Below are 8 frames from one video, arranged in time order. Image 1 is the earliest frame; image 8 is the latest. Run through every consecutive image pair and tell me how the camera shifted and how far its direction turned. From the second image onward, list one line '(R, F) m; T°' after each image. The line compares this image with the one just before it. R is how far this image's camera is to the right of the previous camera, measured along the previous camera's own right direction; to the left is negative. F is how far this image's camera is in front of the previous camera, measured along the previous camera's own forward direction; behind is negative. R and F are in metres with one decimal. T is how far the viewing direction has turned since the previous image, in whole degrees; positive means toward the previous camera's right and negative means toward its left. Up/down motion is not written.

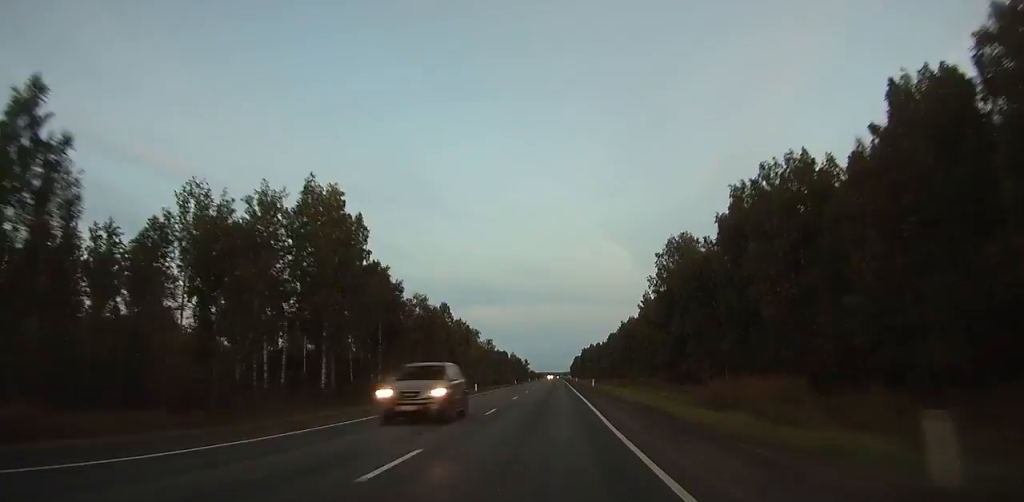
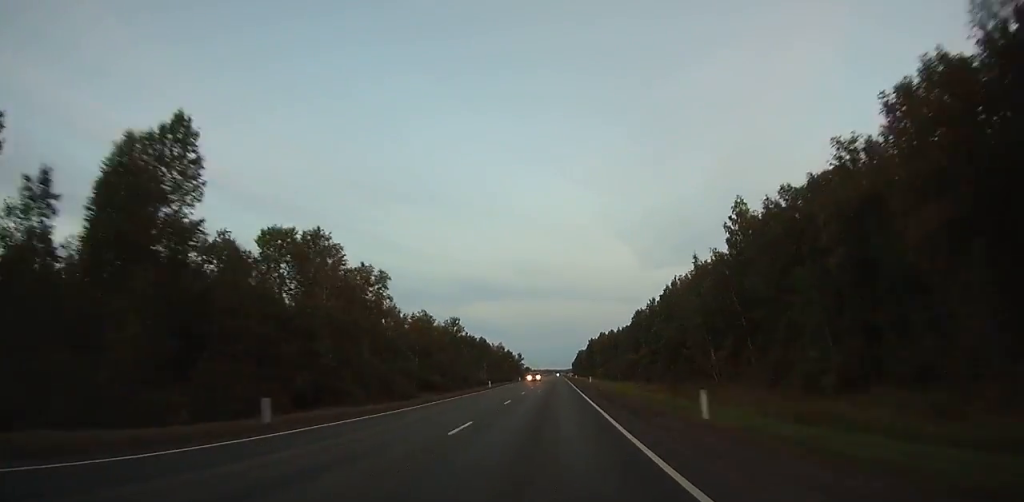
(+0.3, +90.0) m; 0°
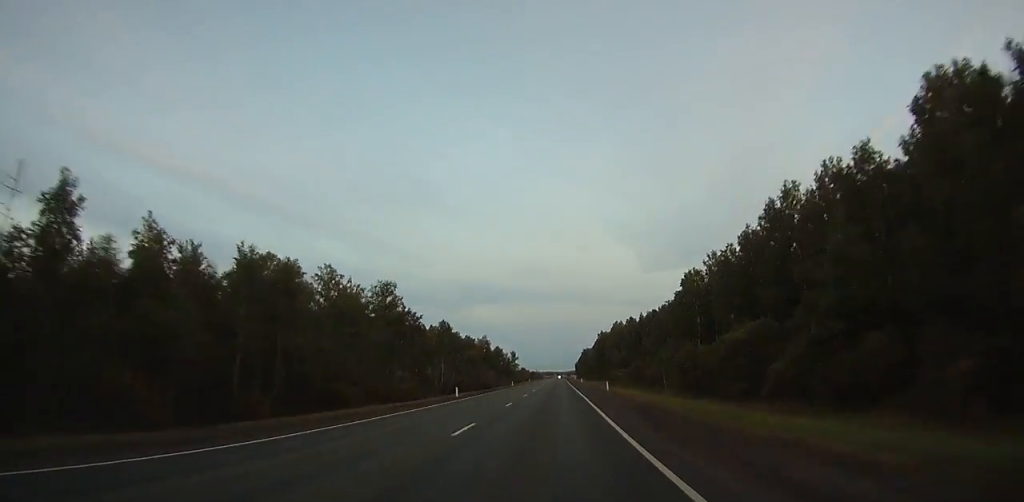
(+0.1, +71.5) m; 0°
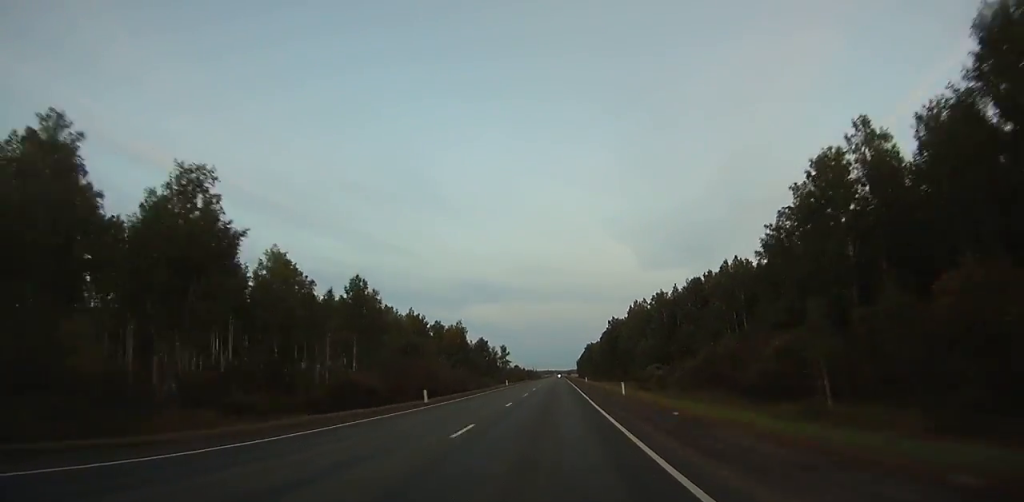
(0.0, +59.5) m; 0°
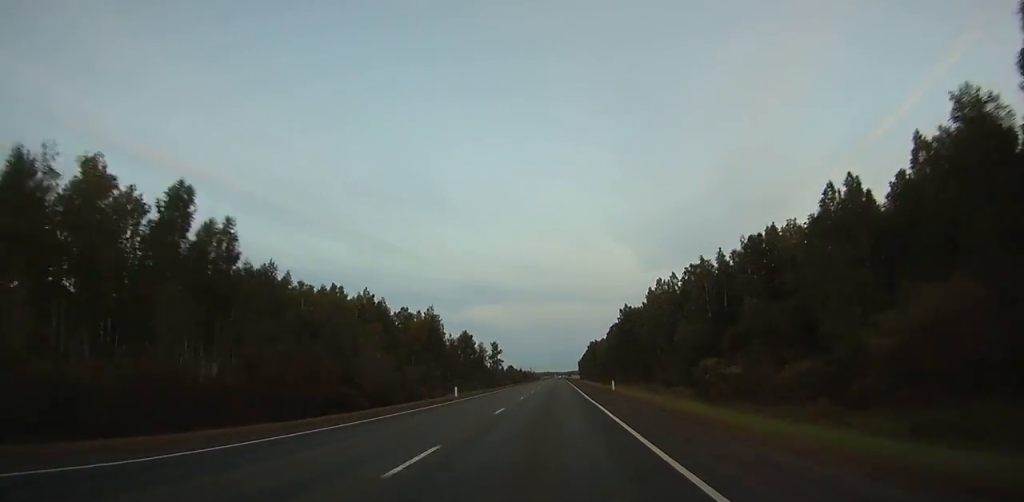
(-0.1, +41.6) m; 0°
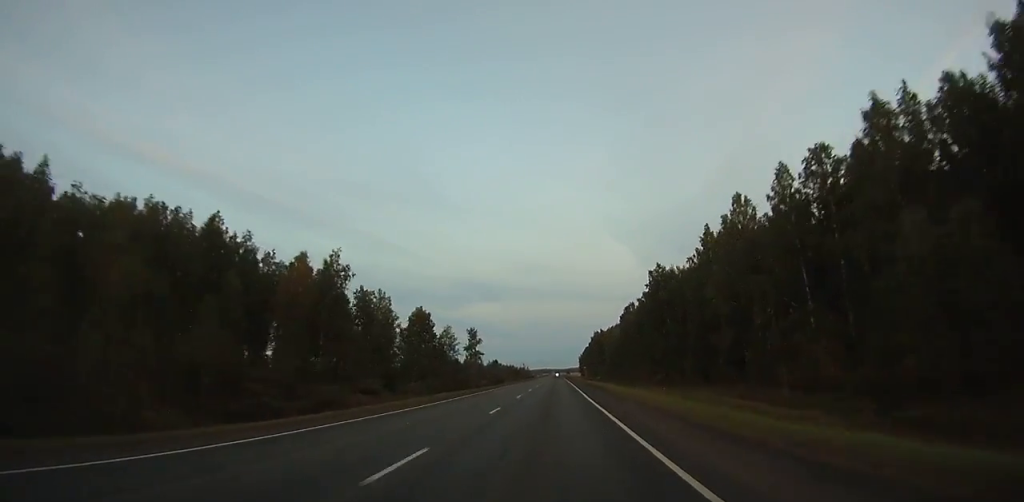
(-0.1, +59.4) m; 0°
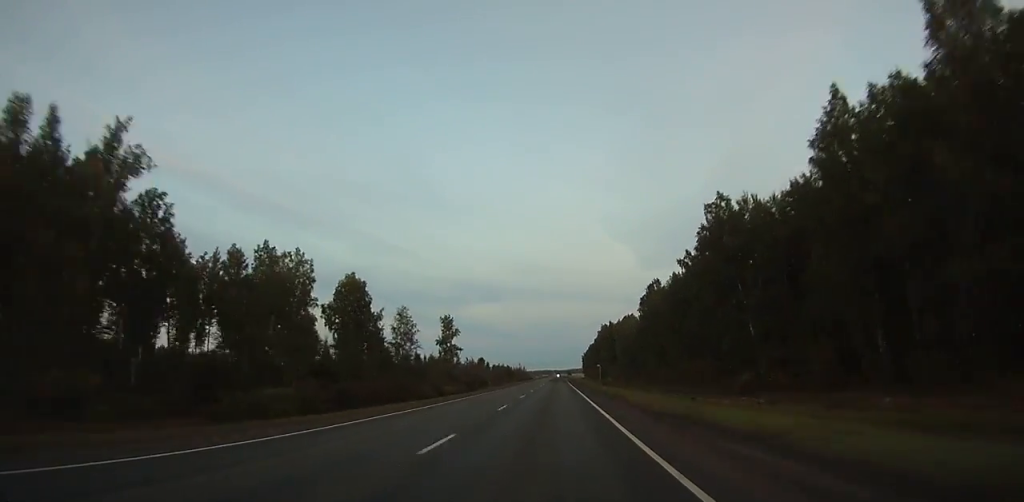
(0.0, +44.7) m; 0°
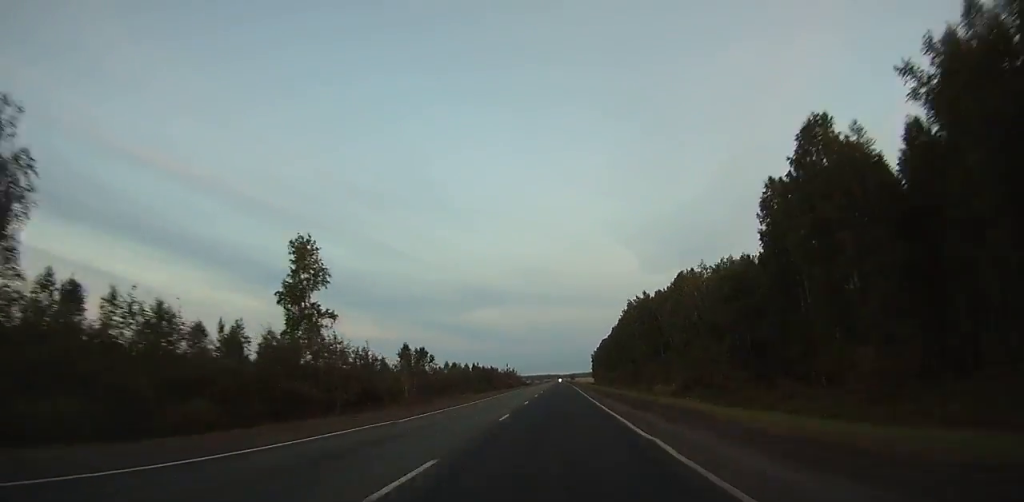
(-0.4, +86.4) m; 0°
